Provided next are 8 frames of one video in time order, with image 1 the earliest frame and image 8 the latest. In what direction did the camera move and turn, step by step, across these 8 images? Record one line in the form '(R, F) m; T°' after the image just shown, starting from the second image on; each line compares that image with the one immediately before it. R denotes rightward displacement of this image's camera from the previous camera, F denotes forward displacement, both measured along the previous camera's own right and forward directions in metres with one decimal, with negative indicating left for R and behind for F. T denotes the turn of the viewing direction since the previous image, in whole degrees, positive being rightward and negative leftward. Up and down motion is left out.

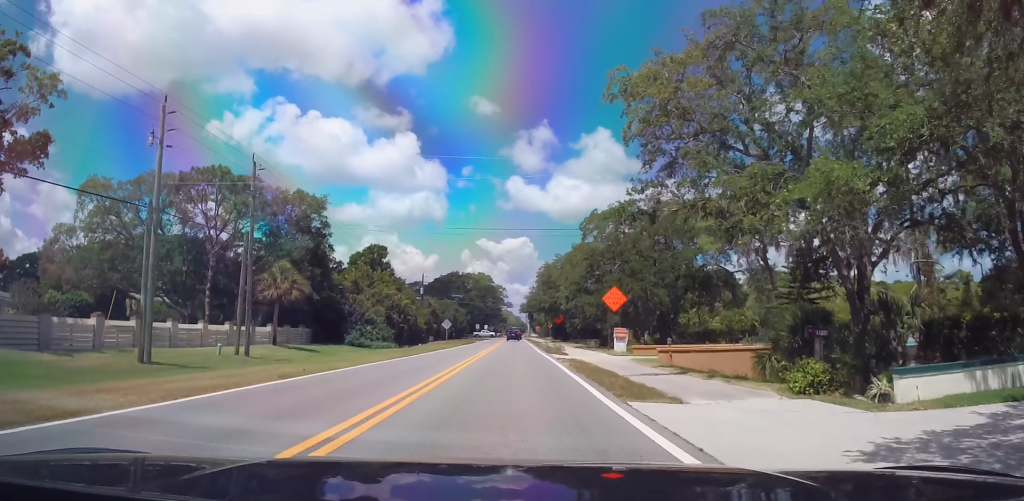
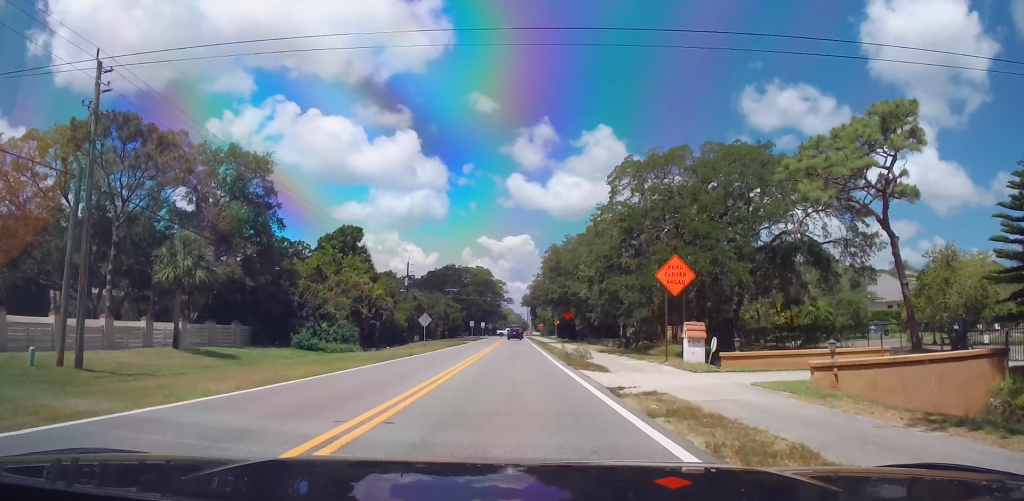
(+0.3, +16.6) m; 0°
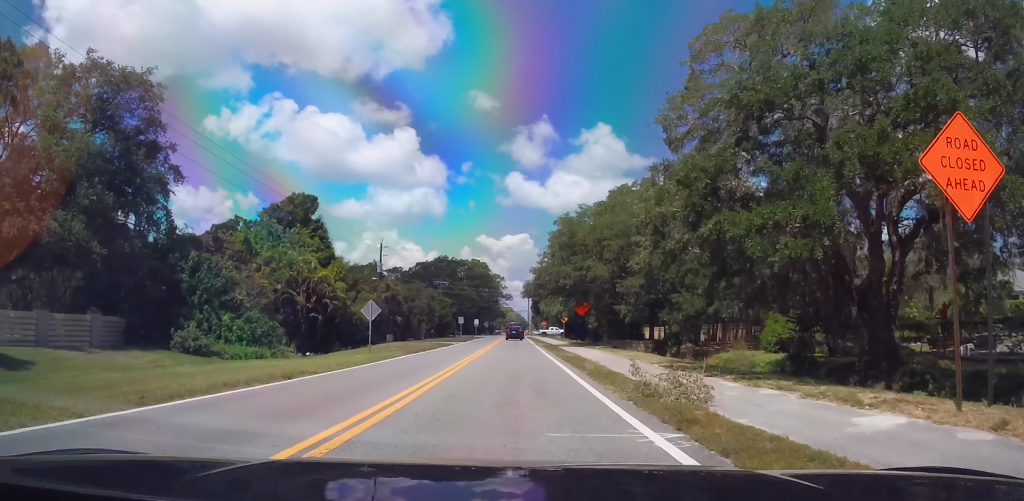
(-0.4, +18.5) m; 0°
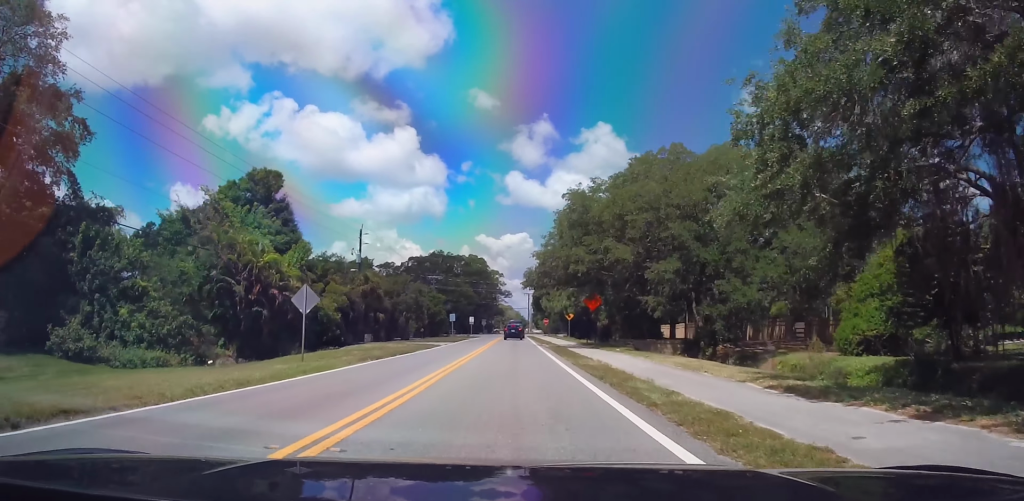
(+0.4, +10.2) m; 0°
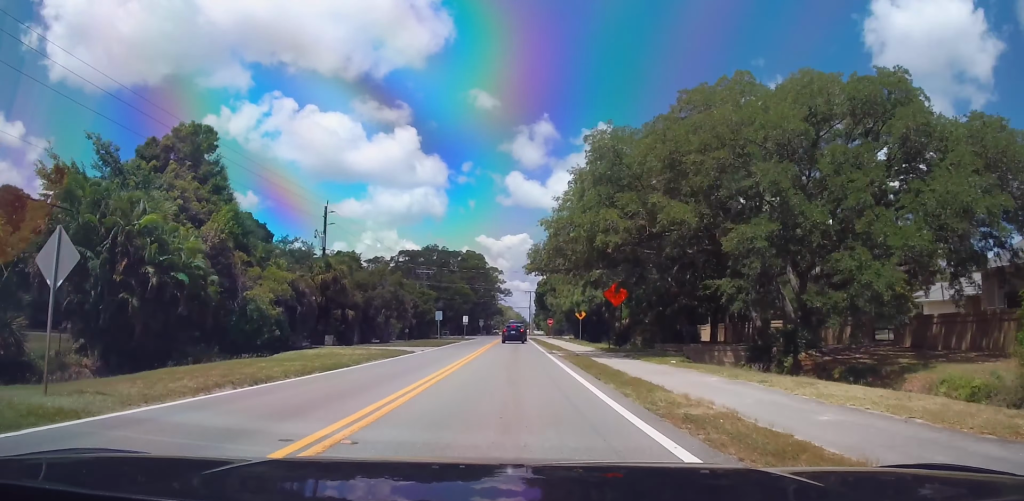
(-0.5, +13.9) m; 0°
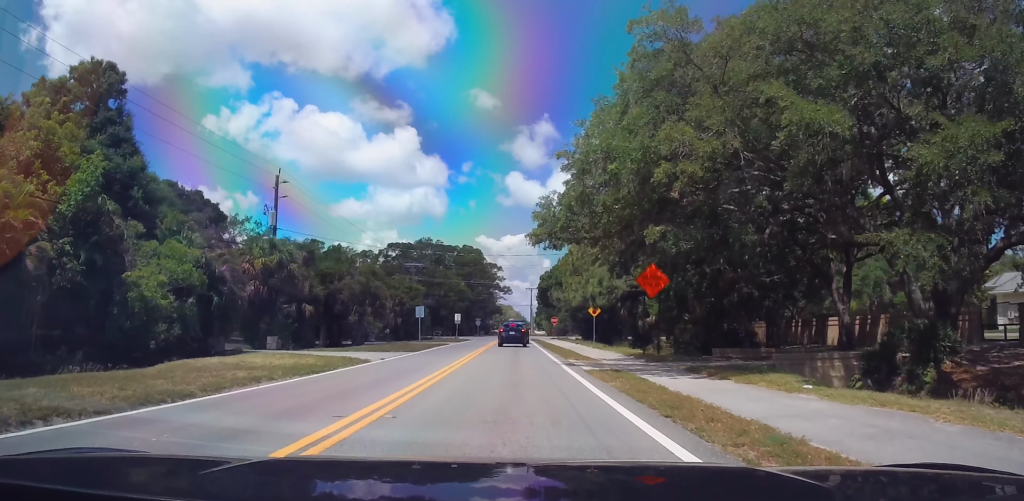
(+0.5, +12.1) m; +2°
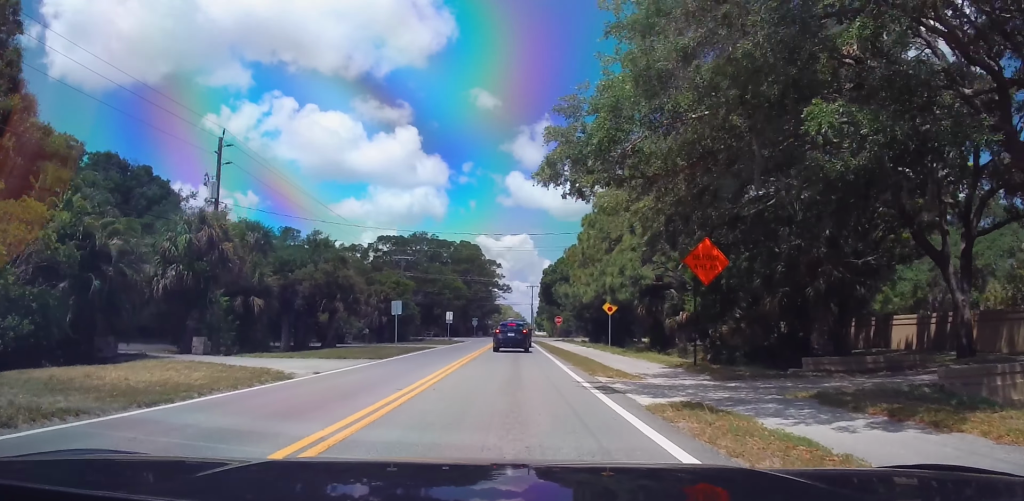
(0.0, +9.5) m; -3°
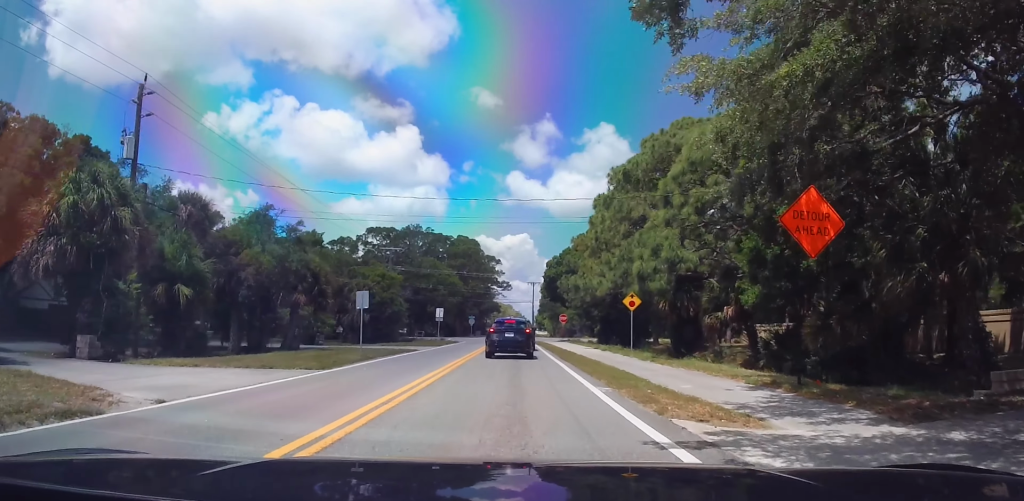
(-0.4, +9.0) m; 0°
